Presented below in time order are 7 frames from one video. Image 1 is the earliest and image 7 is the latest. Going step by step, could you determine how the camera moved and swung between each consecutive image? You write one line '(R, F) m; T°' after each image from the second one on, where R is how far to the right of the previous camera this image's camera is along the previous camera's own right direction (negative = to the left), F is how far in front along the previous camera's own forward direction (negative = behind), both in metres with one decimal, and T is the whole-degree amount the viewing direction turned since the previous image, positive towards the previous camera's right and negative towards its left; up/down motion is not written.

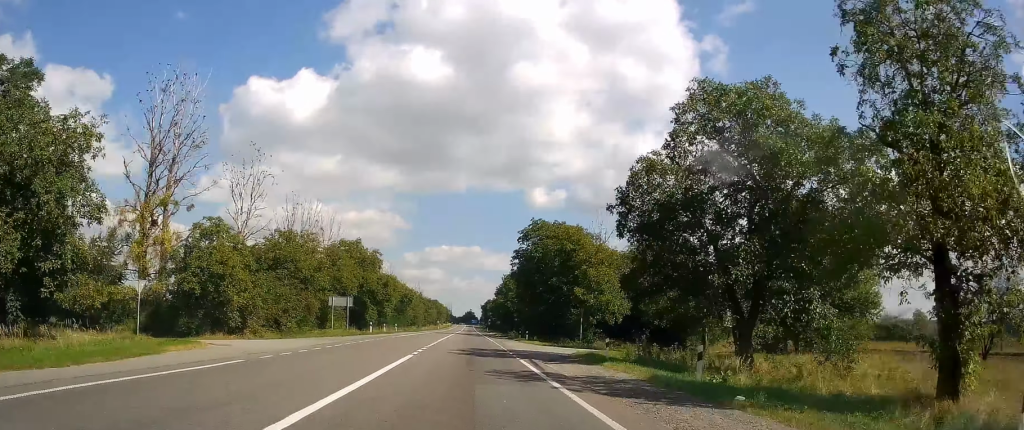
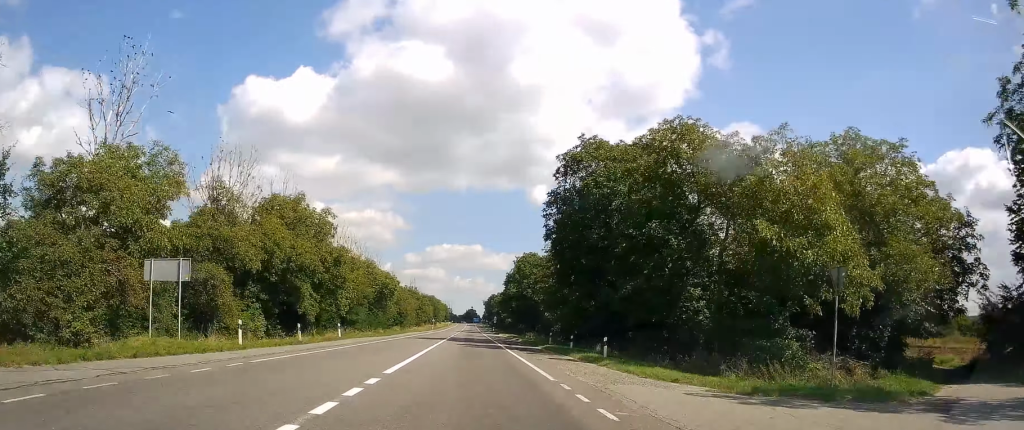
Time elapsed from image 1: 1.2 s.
(-0.5, +34.8) m; 0°
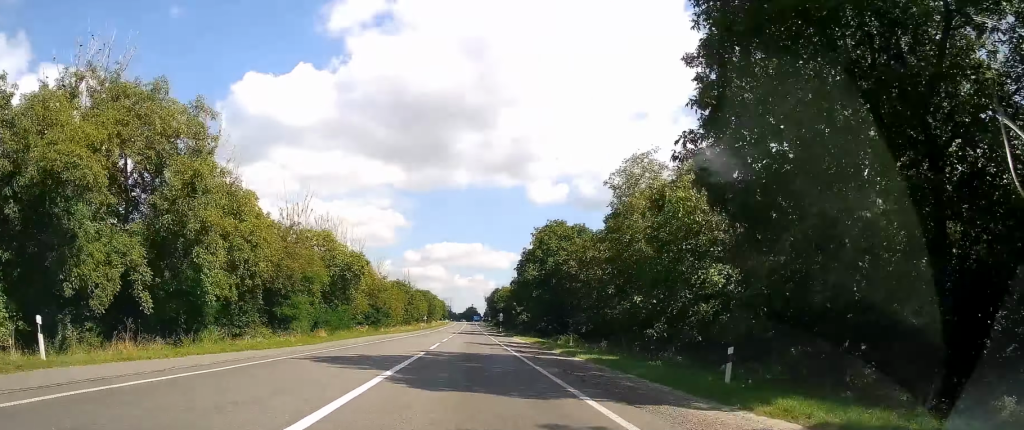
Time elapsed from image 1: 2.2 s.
(+0.5, +31.1) m; 0°
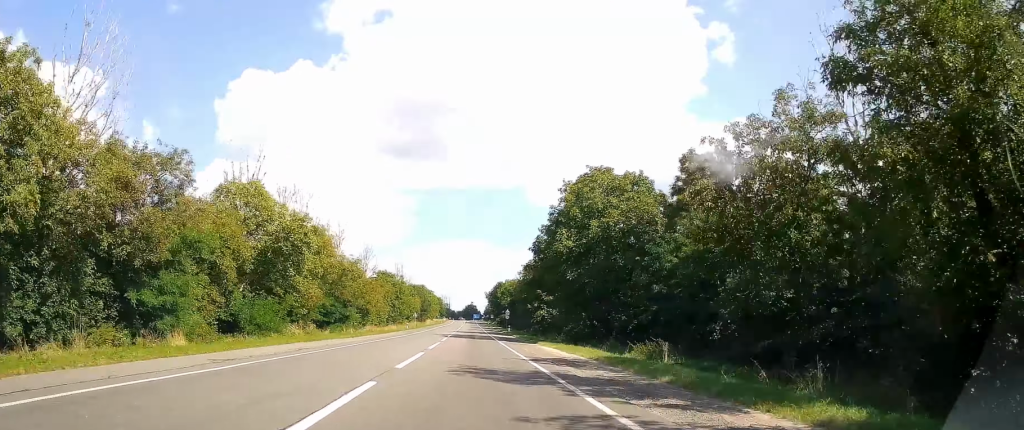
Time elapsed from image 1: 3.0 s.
(-0.4, +25.0) m; 0°
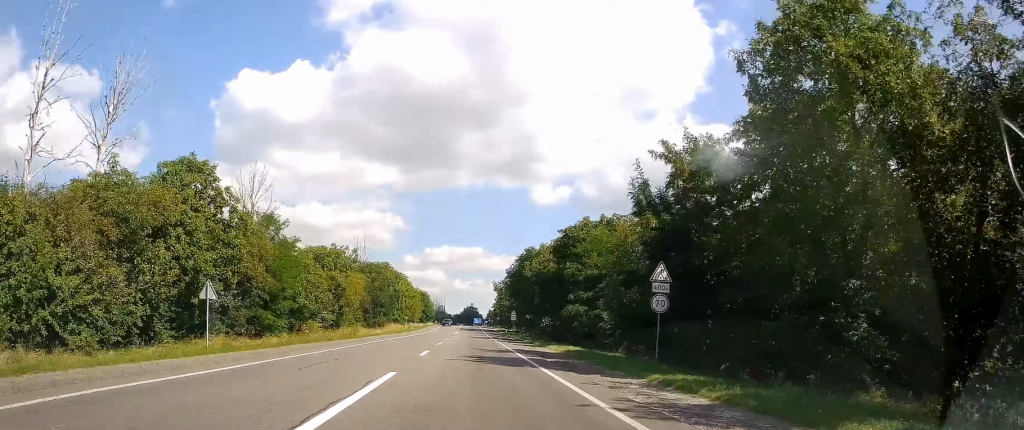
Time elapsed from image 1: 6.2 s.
(+0.4, +93.8) m; 0°
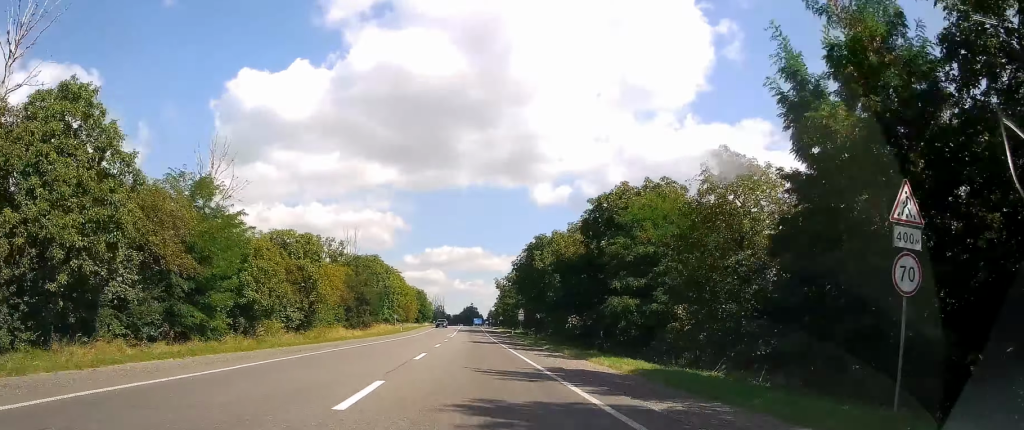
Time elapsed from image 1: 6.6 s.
(-0.1, +13.7) m; 0°
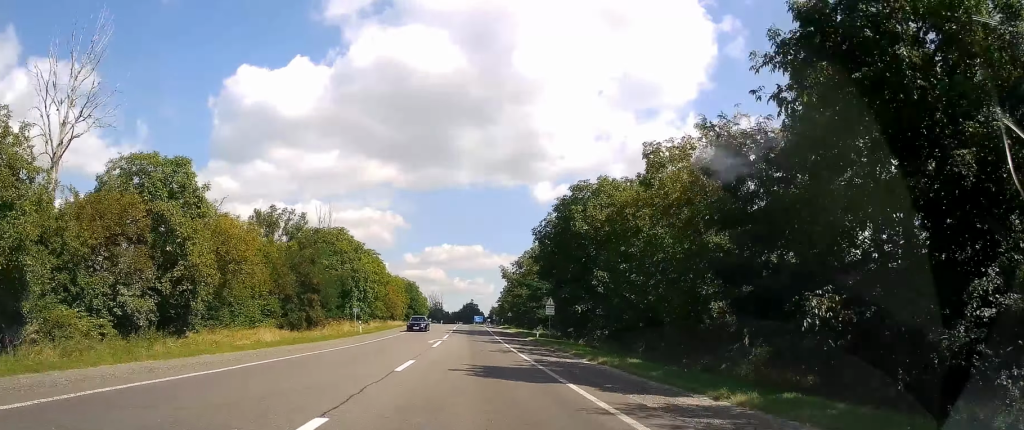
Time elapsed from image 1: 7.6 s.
(-0.3, +28.7) m; 0°
